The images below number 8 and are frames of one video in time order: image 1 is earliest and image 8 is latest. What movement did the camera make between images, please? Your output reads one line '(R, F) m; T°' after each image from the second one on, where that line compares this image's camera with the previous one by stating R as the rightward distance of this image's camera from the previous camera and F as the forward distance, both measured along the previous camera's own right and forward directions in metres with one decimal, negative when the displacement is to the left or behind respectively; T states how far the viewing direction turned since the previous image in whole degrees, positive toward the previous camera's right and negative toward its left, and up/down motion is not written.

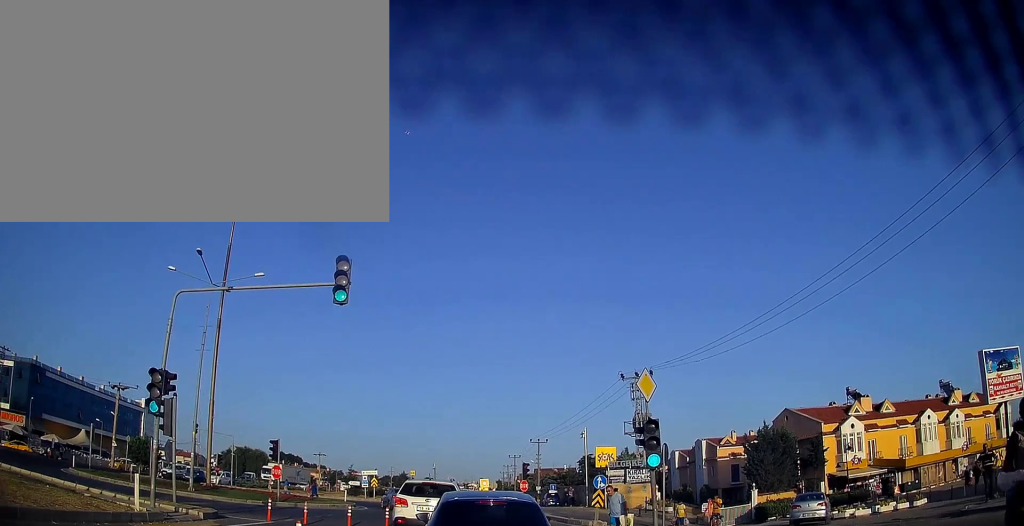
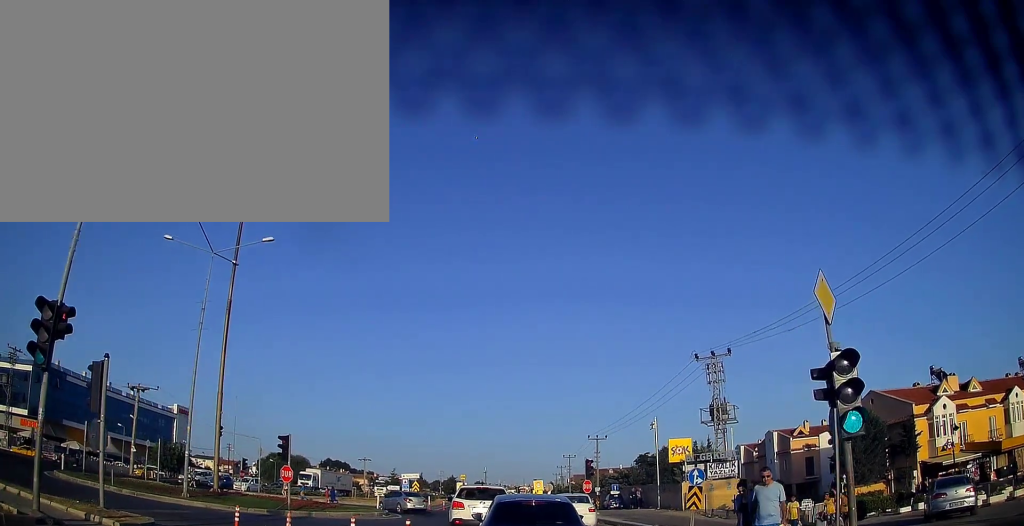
(-0.1, +6.3) m; -1°
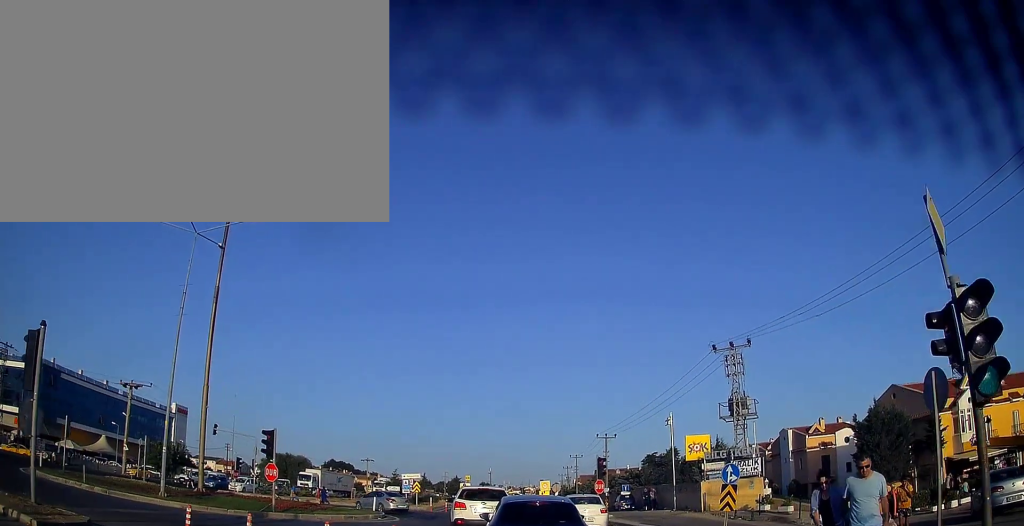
(0.0, +2.8) m; -1°
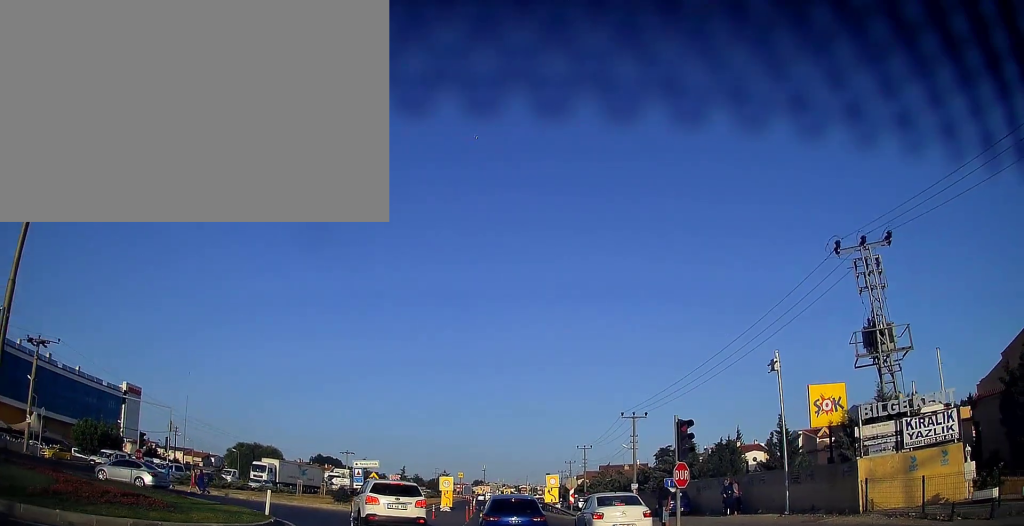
(-0.2, +16.0) m; 0°
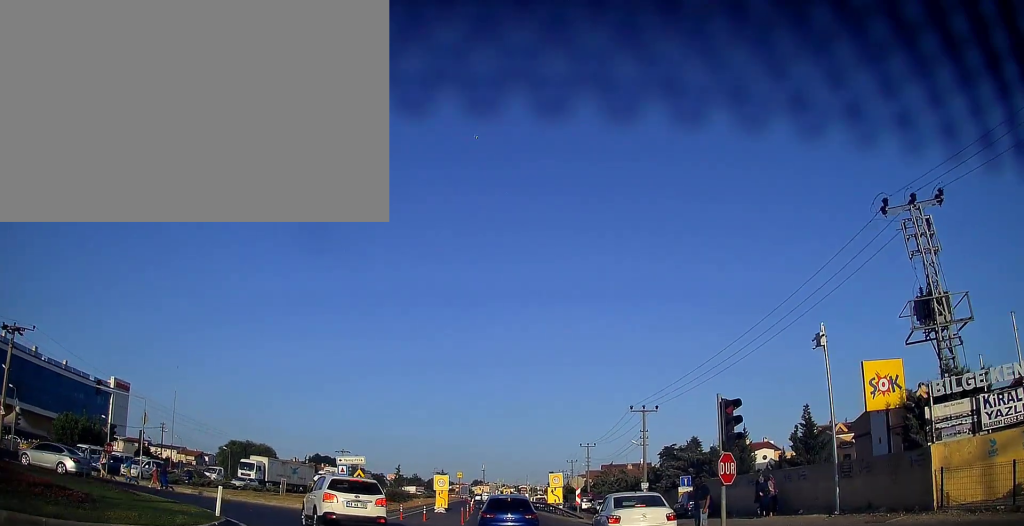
(0.0, +4.1) m; 0°
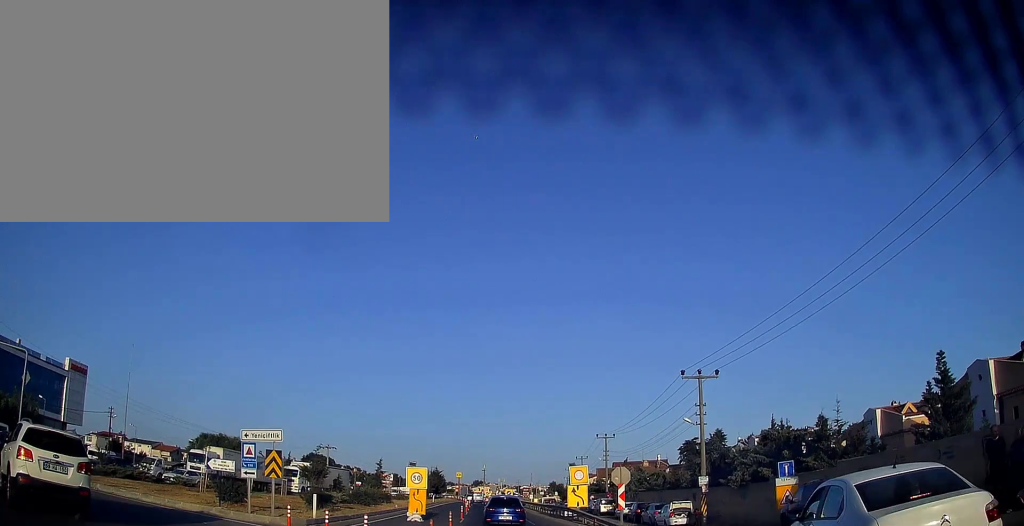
(+0.1, +13.4) m; +1°
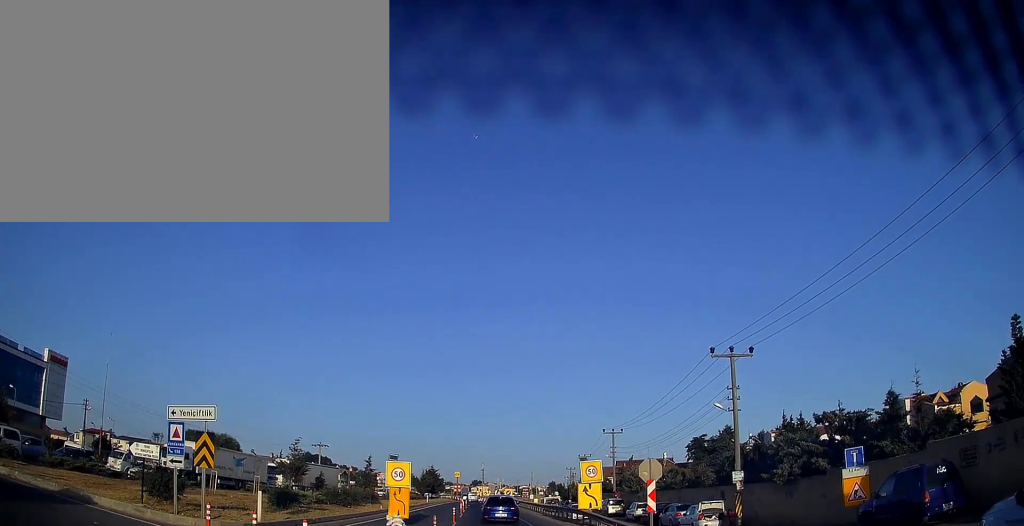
(0.0, +4.8) m; 0°
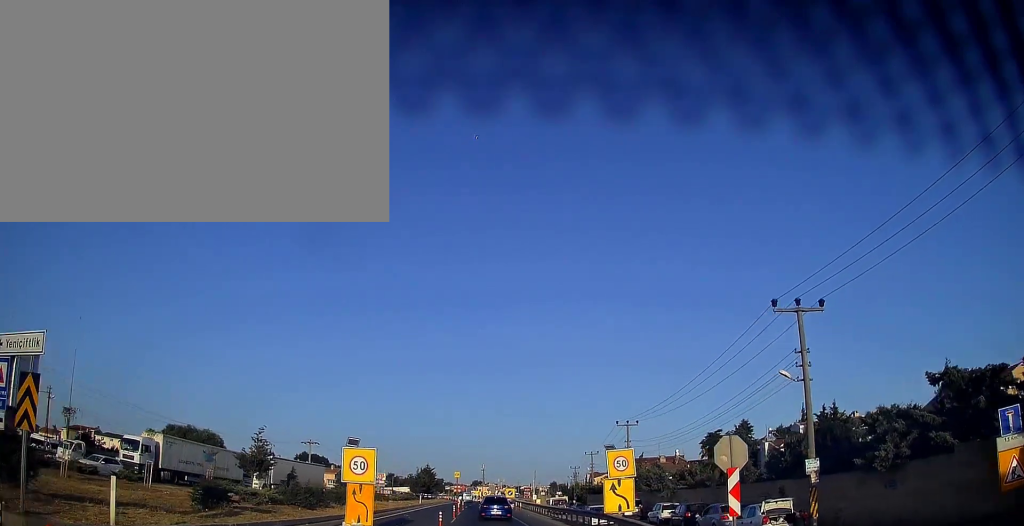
(0.0, +7.5) m; -1°
